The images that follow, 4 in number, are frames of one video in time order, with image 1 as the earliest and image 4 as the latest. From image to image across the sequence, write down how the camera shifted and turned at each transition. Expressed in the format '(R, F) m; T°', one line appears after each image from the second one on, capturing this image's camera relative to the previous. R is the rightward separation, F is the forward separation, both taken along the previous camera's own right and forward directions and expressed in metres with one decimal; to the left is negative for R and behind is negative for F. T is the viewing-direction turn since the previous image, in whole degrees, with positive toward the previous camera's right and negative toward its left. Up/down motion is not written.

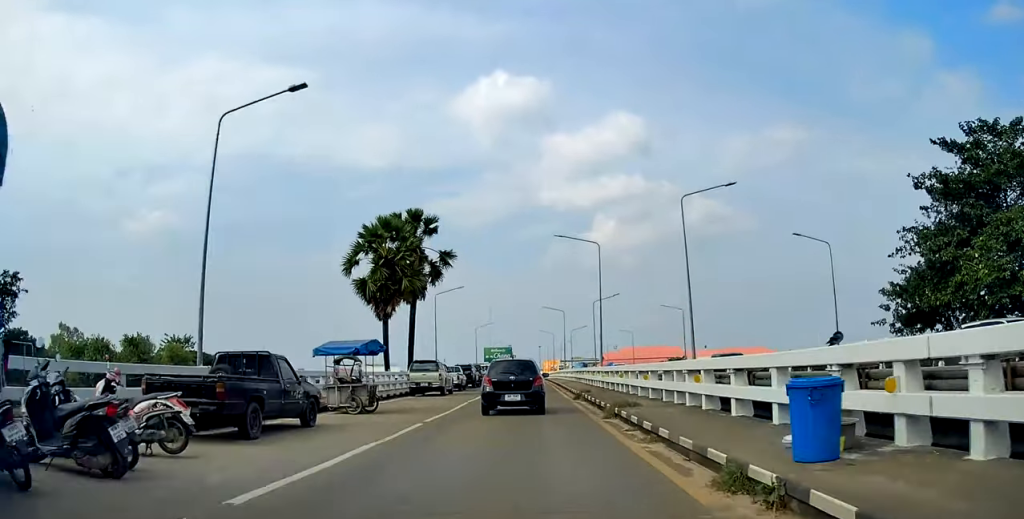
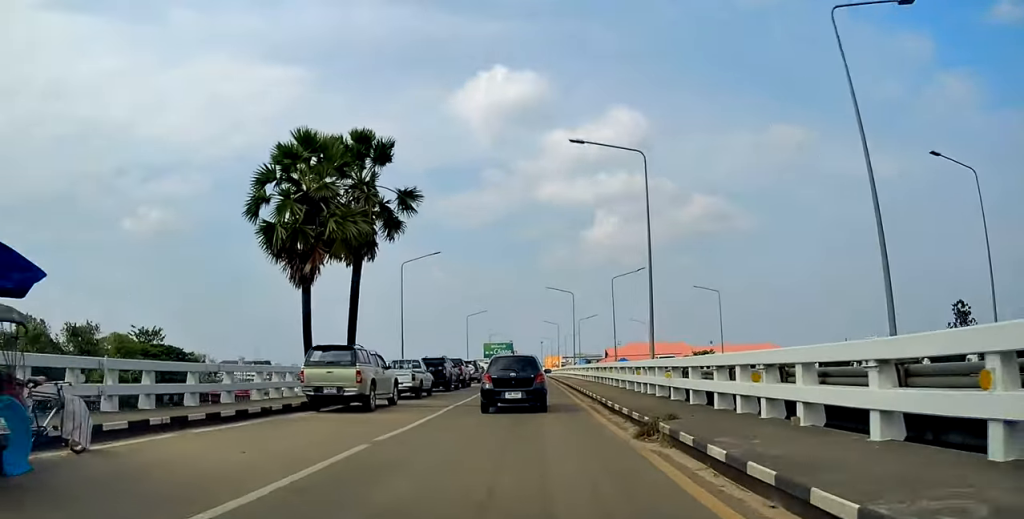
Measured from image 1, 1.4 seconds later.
(-0.4, +14.9) m; 0°
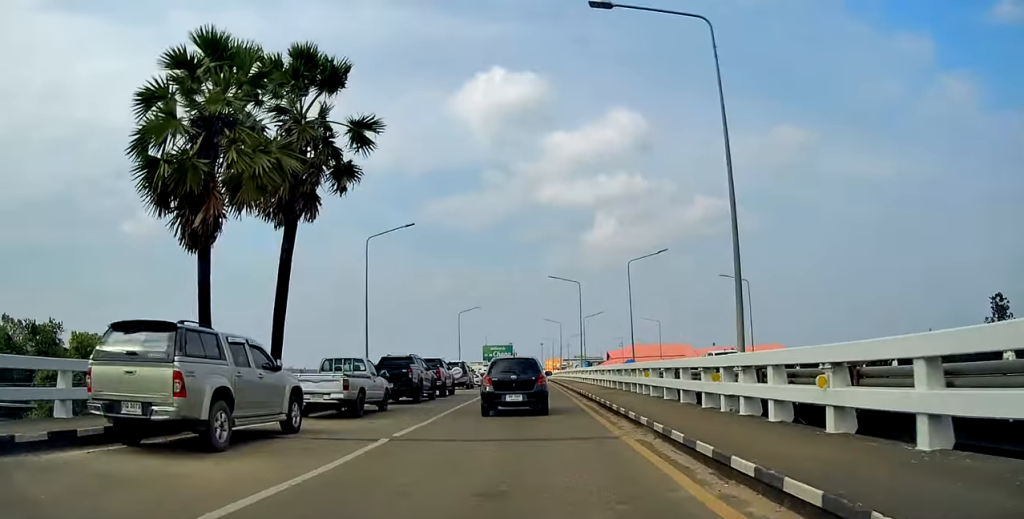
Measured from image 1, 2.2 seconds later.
(+0.5, +8.8) m; 0°
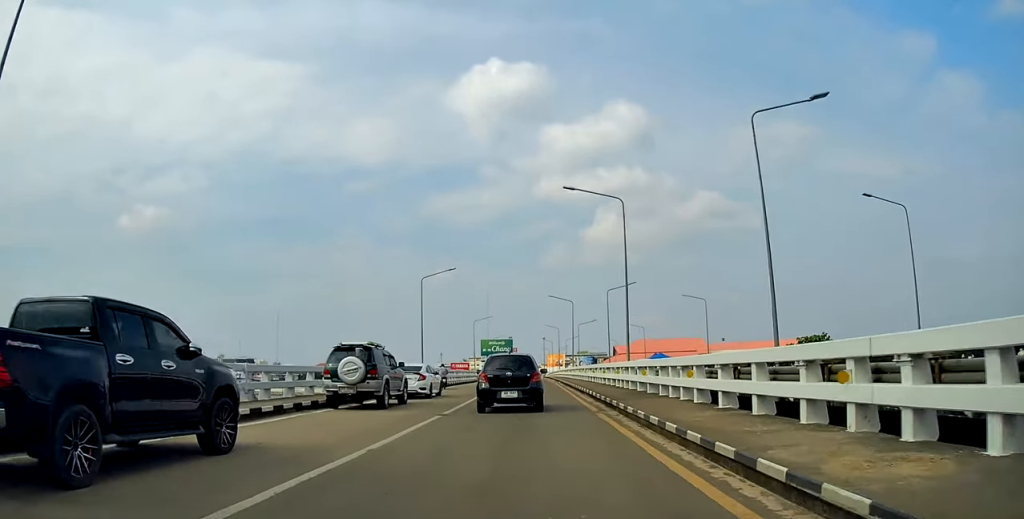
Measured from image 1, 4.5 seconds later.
(-1.4, +24.9) m; 0°
